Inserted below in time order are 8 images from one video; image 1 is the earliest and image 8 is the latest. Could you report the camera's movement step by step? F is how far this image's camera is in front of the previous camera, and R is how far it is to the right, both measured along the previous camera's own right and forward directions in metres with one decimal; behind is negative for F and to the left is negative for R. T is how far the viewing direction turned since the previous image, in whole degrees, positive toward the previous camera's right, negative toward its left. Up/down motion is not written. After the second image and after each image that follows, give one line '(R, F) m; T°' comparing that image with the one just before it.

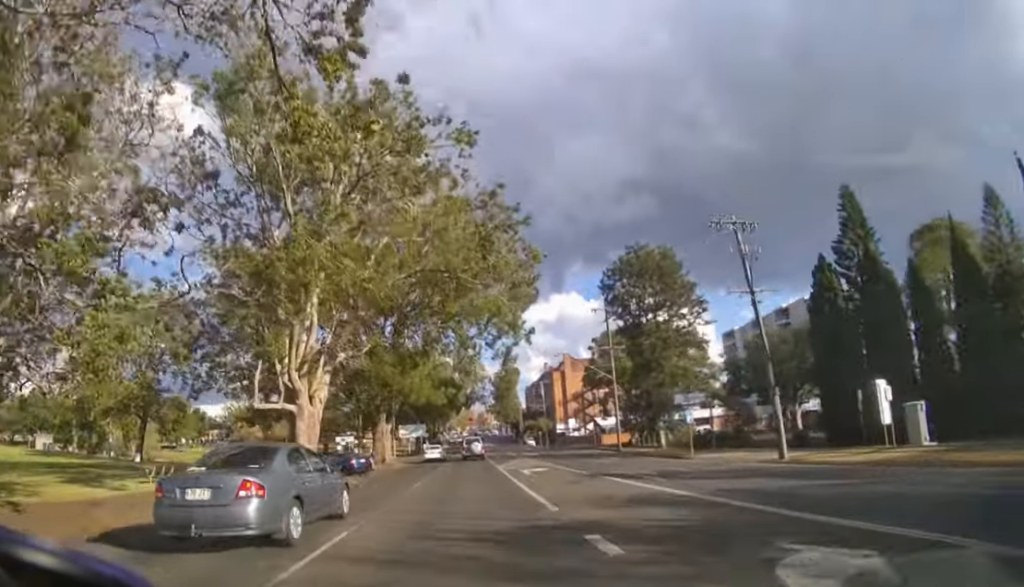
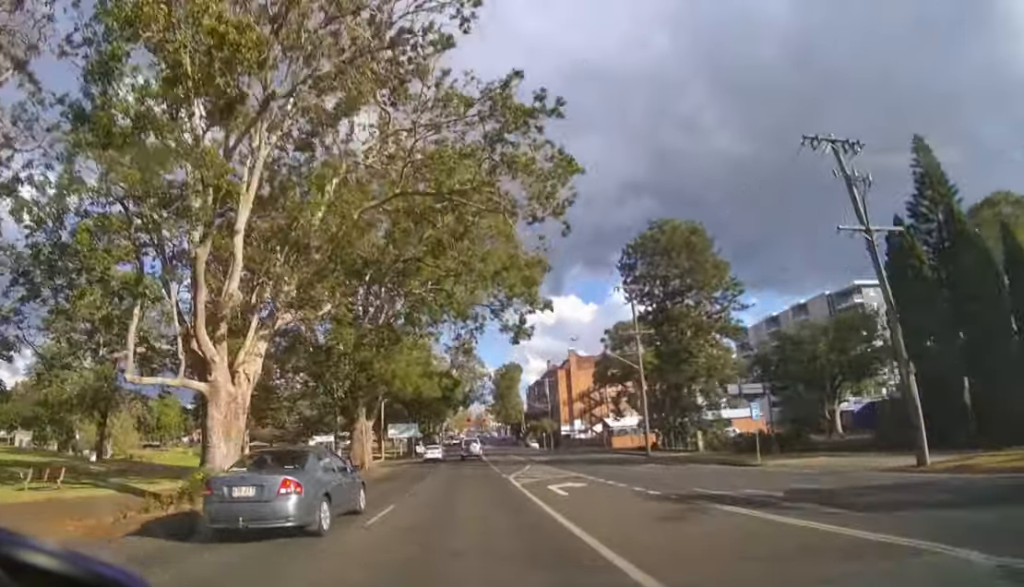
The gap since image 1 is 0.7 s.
(0.0, +7.4) m; 0°
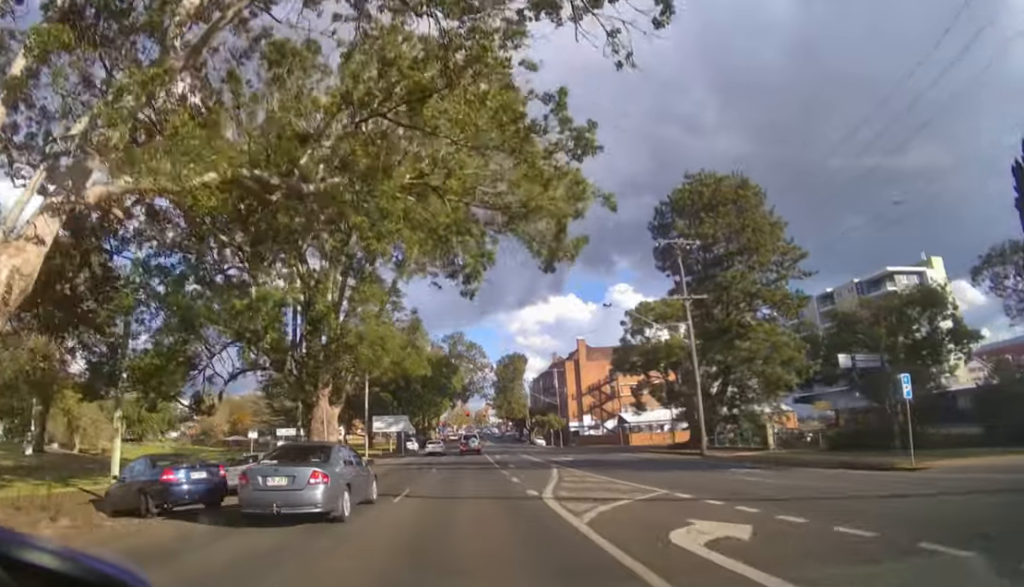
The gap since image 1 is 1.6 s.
(0.0, +8.9) m; 0°
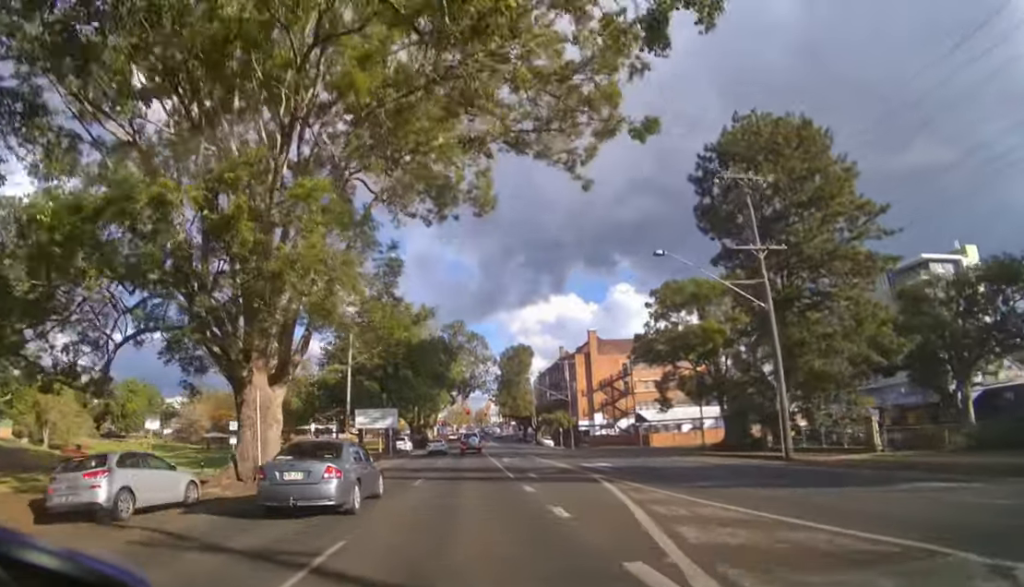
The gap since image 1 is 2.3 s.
(0.0, +7.9) m; 0°
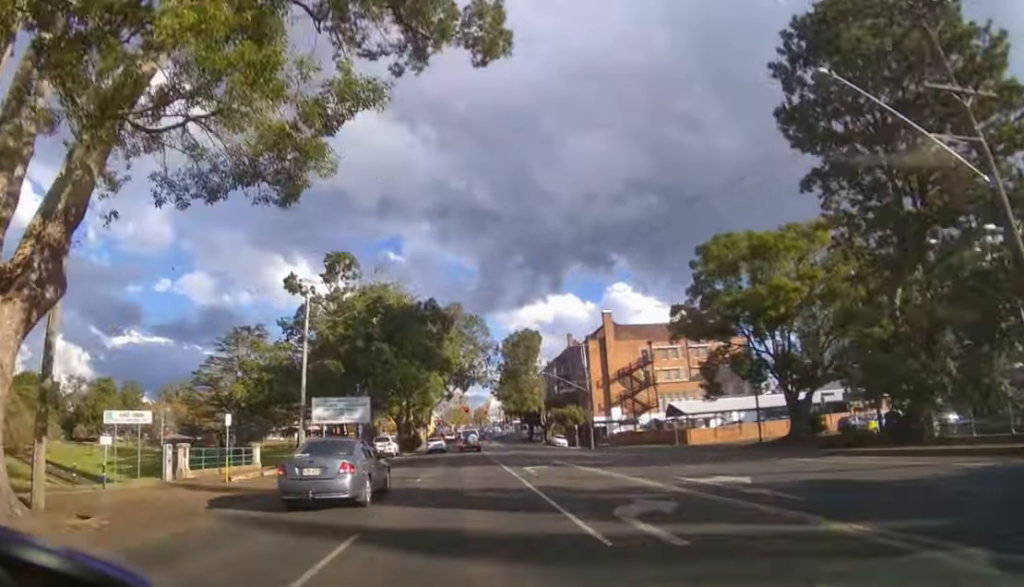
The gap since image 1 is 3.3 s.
(0.0, +12.0) m; +1°
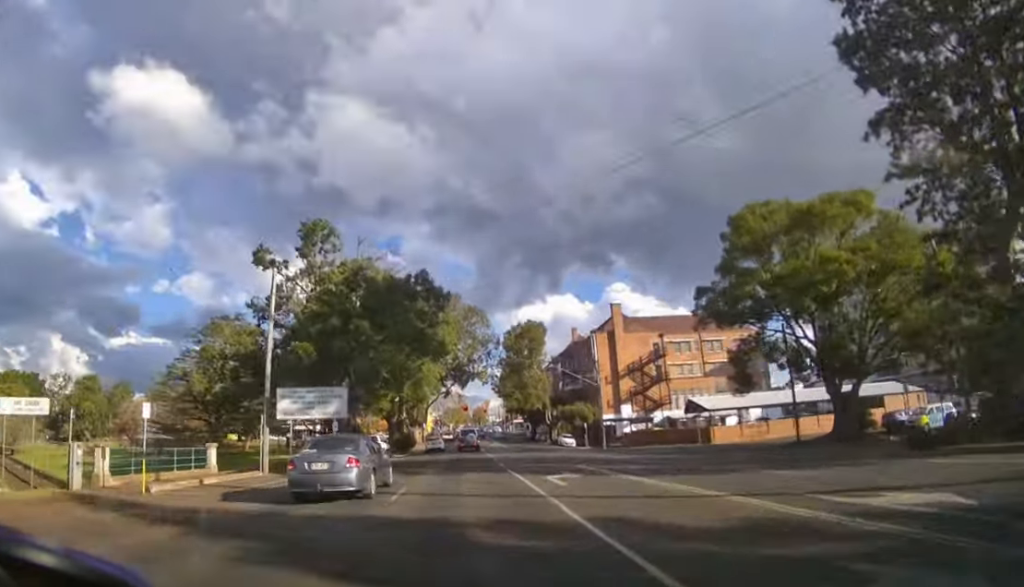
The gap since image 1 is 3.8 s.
(0.0, +6.3) m; 0°
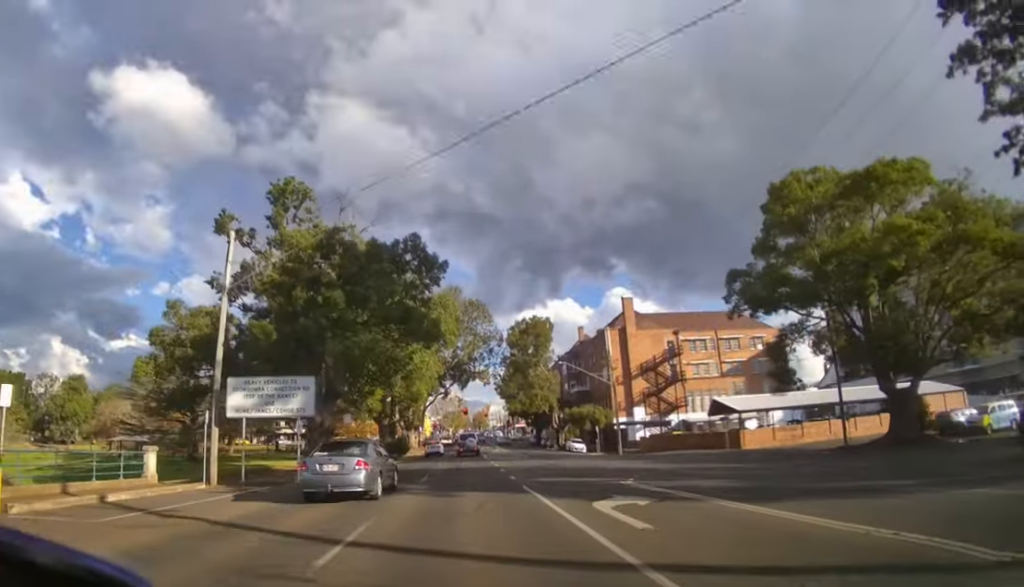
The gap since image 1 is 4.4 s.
(+0.1, +6.3) m; 0°
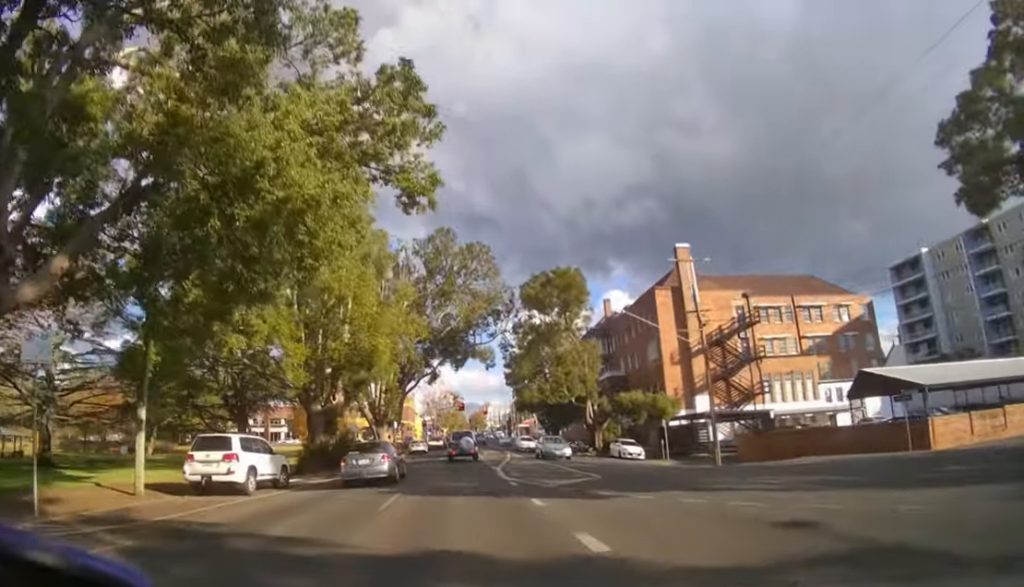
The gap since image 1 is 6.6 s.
(0.0, +22.5) m; 0°
